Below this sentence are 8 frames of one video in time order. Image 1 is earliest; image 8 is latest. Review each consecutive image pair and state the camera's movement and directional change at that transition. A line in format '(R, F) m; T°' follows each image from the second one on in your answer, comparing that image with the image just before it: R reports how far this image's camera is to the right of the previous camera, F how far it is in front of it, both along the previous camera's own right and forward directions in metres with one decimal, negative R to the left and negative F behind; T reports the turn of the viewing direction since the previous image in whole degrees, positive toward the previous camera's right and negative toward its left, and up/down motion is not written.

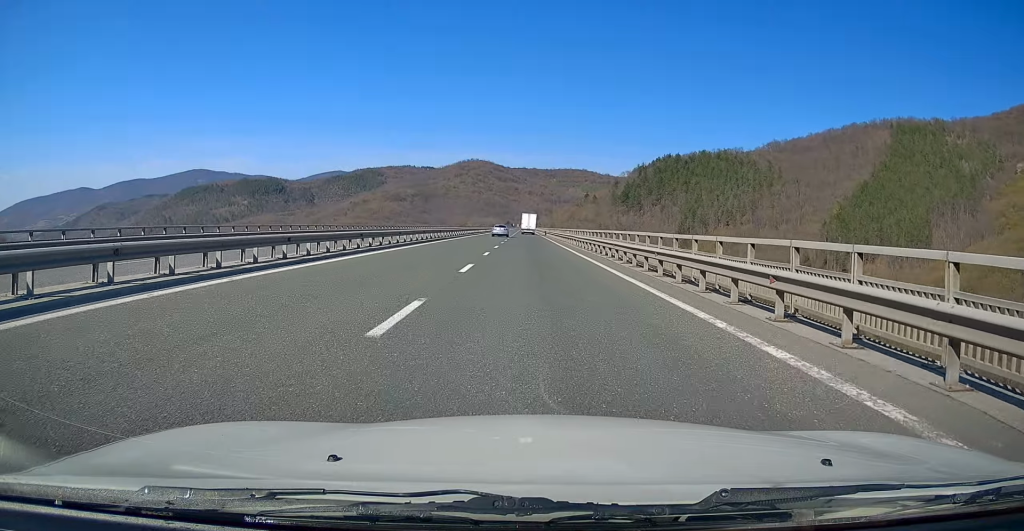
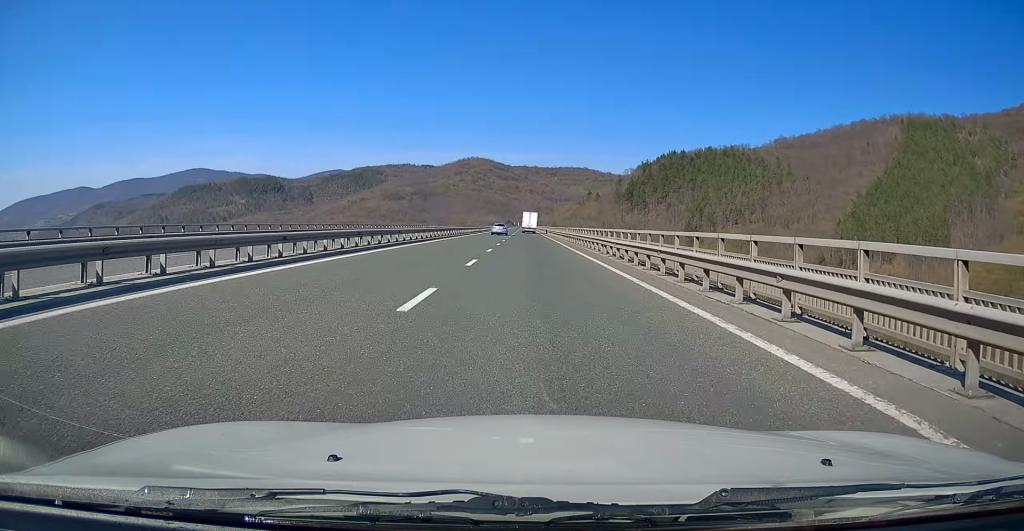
(0.0, +16.4) m; 0°
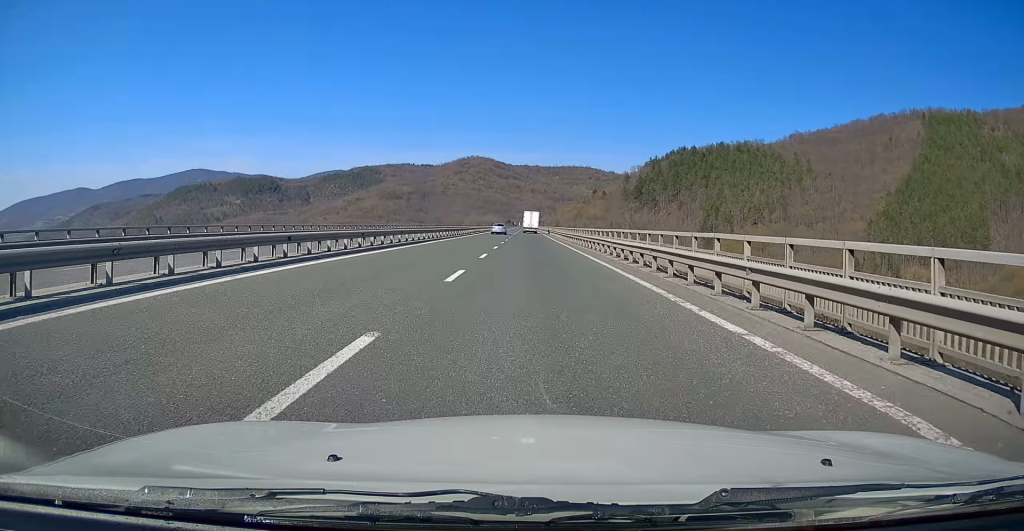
(0.0, +32.1) m; 0°
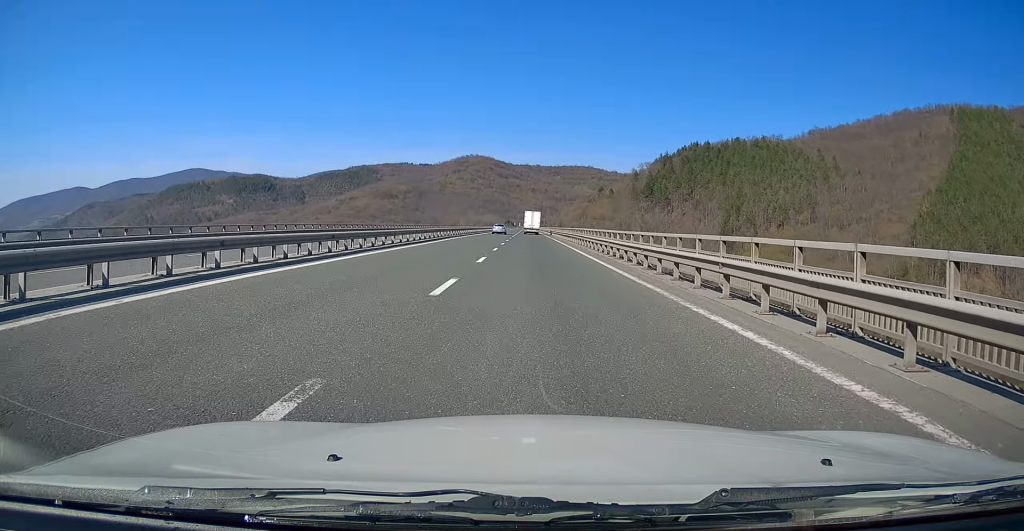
(-0.3, +38.4) m; 0°
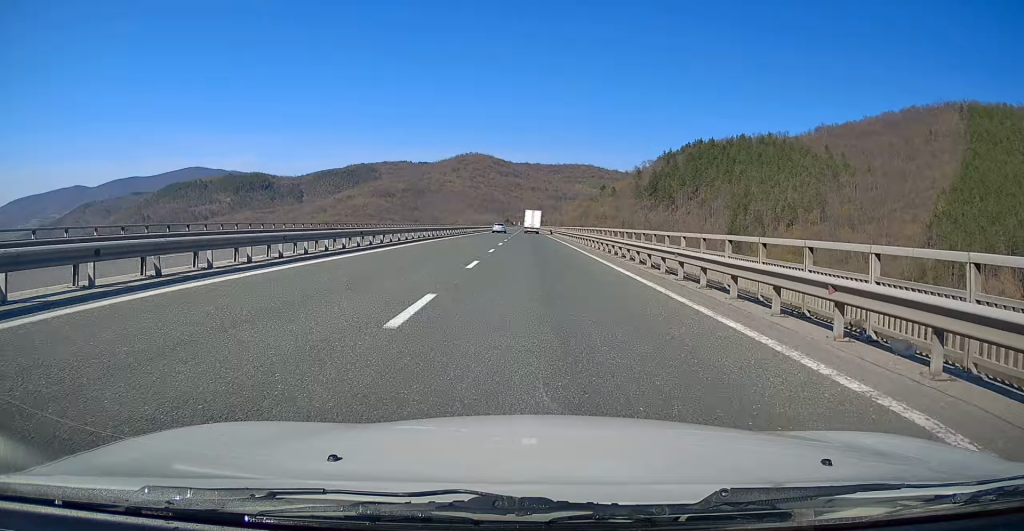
(-0.1, +12.5) m; 0°
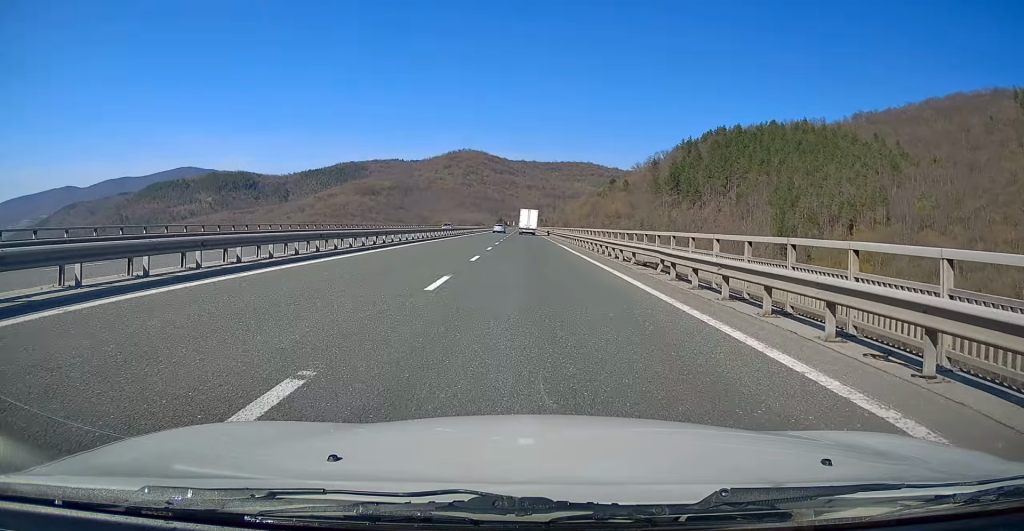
(+1.6, +68.6) m; +3°
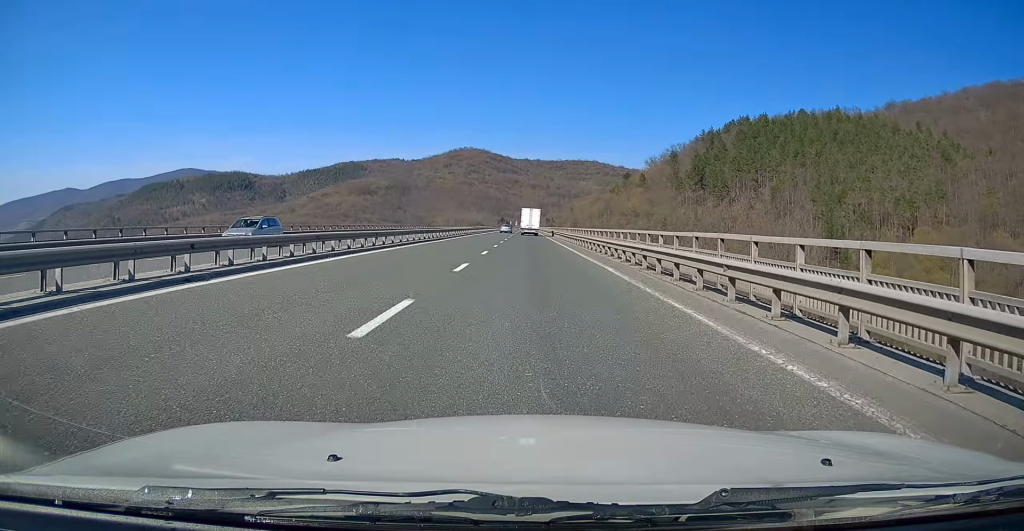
(-1.2, +40.3) m; -5°
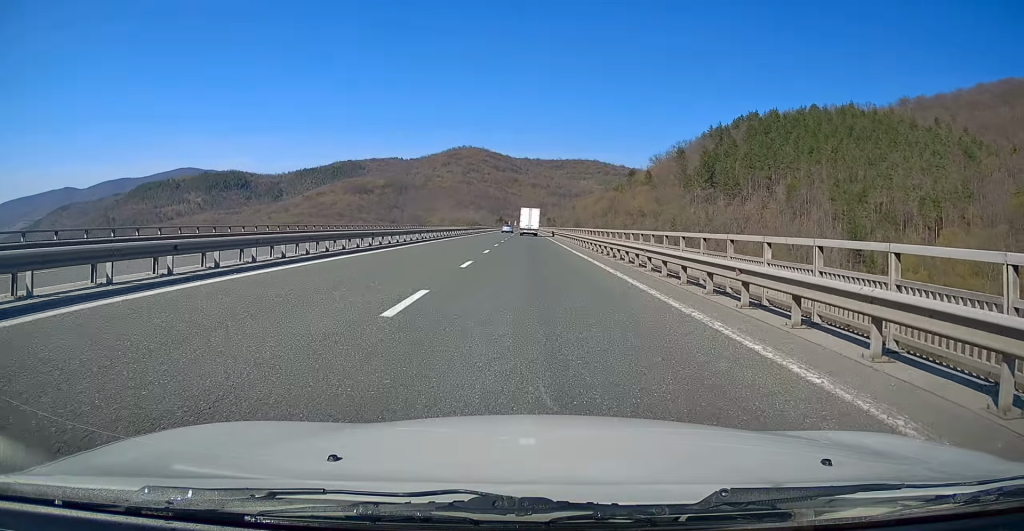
(-1.2, +16.5) m; -1°
